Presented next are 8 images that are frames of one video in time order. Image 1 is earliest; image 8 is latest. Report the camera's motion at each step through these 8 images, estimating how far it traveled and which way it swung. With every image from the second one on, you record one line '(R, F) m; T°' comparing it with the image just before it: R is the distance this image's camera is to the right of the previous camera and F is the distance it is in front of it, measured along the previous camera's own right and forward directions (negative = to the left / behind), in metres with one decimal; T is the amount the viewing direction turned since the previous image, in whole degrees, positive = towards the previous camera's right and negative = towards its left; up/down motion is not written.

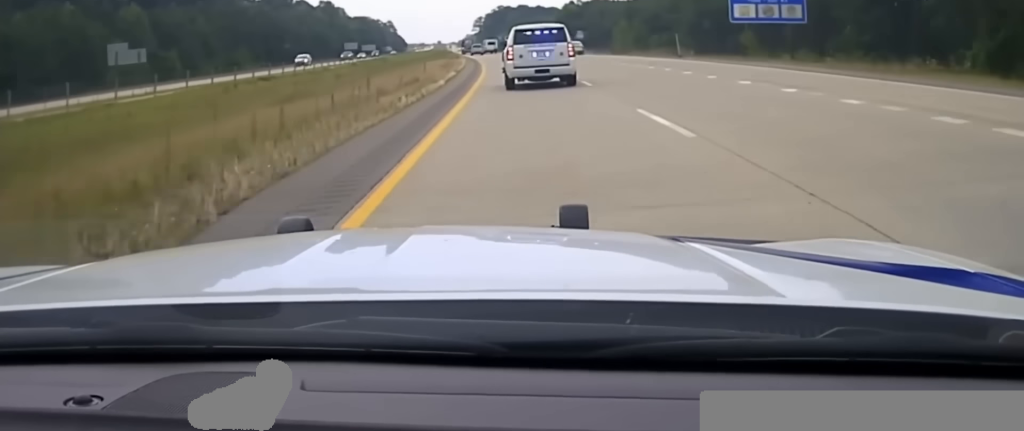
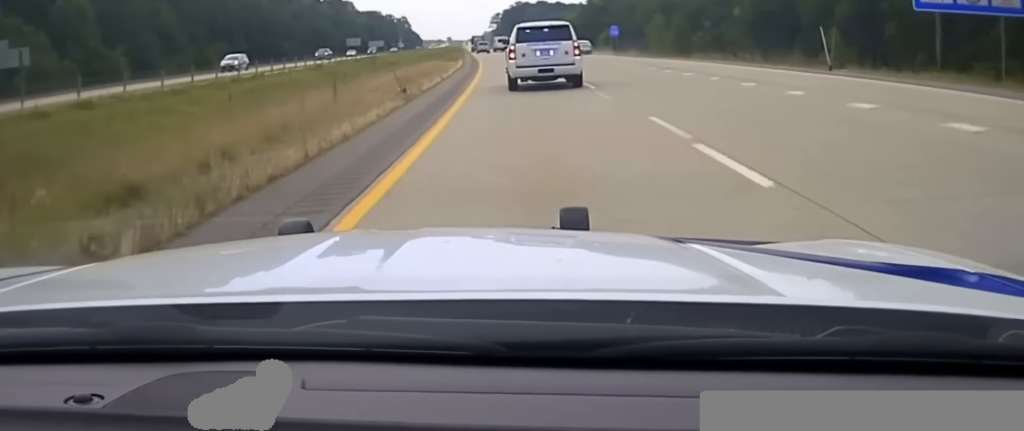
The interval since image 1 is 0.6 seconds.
(-0.1, +29.2) m; -1°
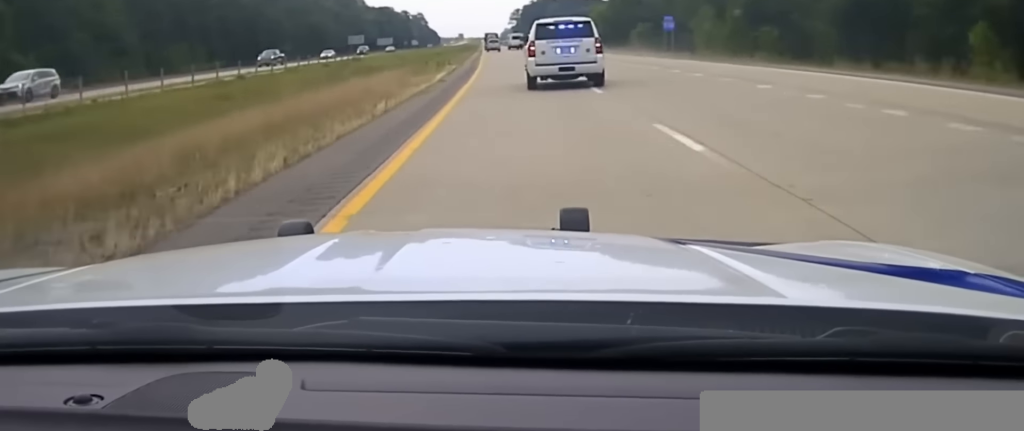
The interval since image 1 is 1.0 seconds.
(-0.5, +21.4) m; -1°
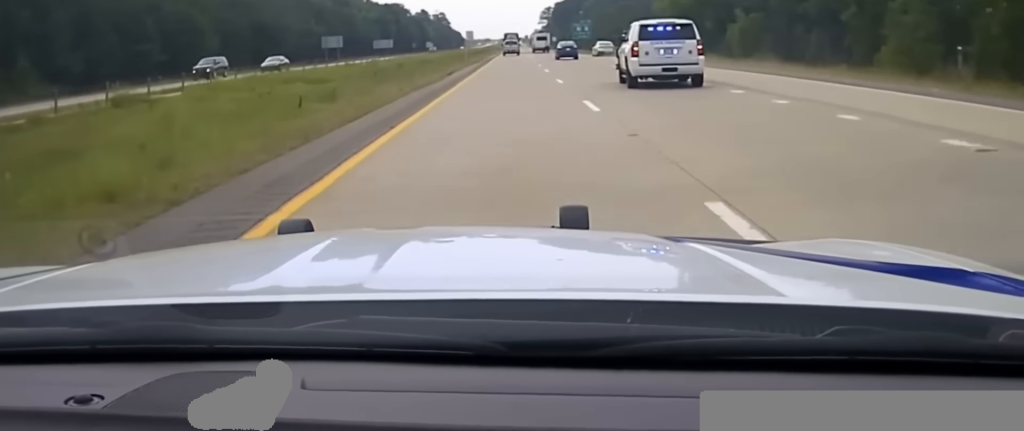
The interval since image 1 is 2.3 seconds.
(-1.5, +61.6) m; -2°
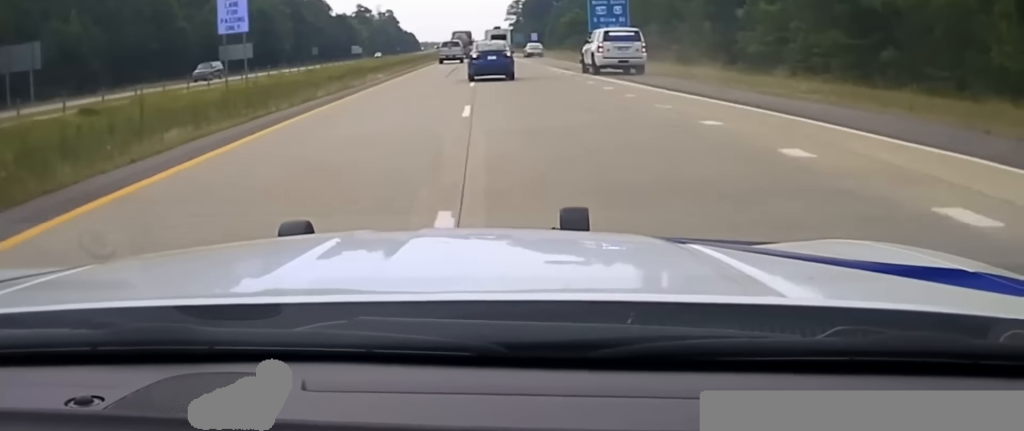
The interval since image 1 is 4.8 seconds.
(+2.2, +104.0) m; +2°
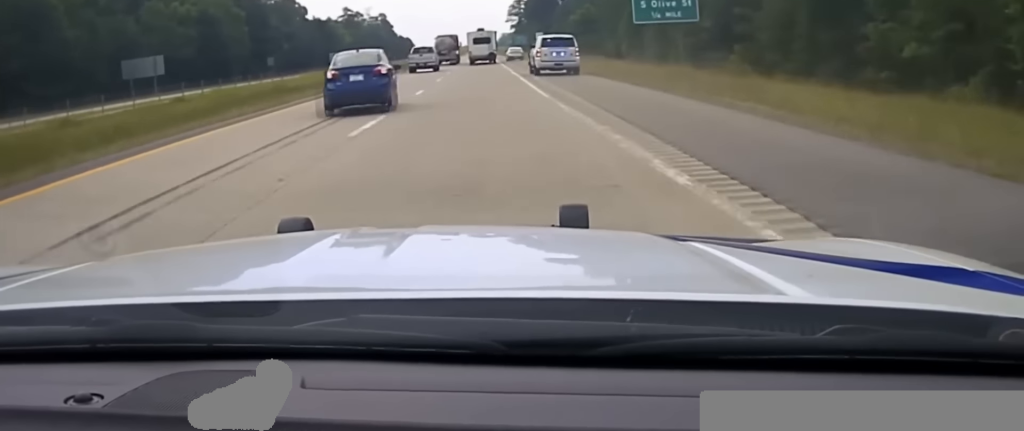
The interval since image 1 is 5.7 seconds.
(-0.1, +43.2) m; -1°
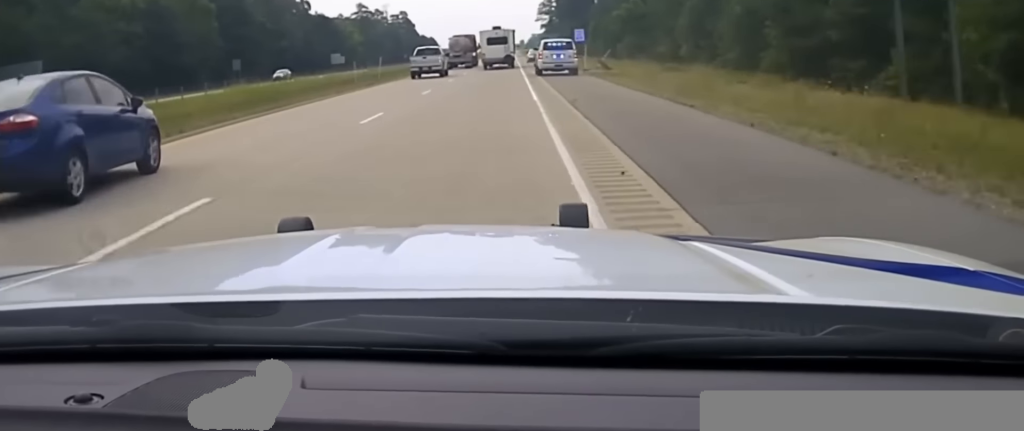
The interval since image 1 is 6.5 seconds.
(-0.4, +35.9) m; -1°
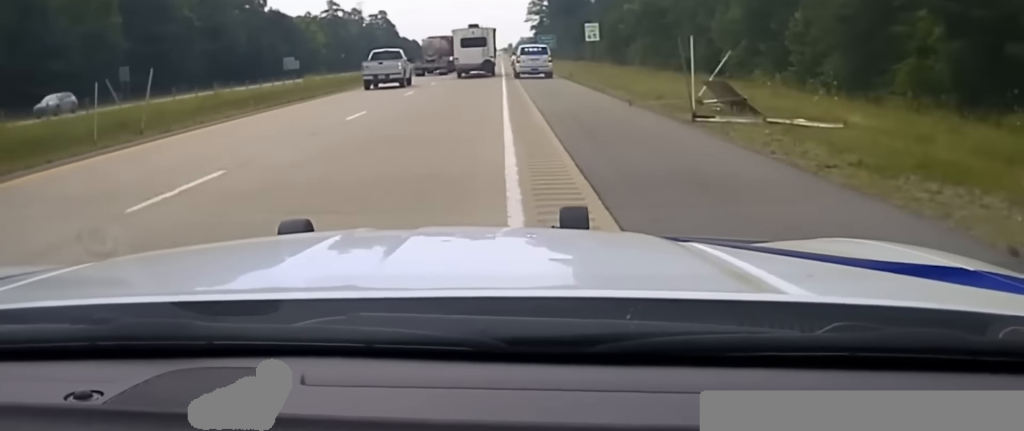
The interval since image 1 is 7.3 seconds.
(-0.1, +35.4) m; 0°
